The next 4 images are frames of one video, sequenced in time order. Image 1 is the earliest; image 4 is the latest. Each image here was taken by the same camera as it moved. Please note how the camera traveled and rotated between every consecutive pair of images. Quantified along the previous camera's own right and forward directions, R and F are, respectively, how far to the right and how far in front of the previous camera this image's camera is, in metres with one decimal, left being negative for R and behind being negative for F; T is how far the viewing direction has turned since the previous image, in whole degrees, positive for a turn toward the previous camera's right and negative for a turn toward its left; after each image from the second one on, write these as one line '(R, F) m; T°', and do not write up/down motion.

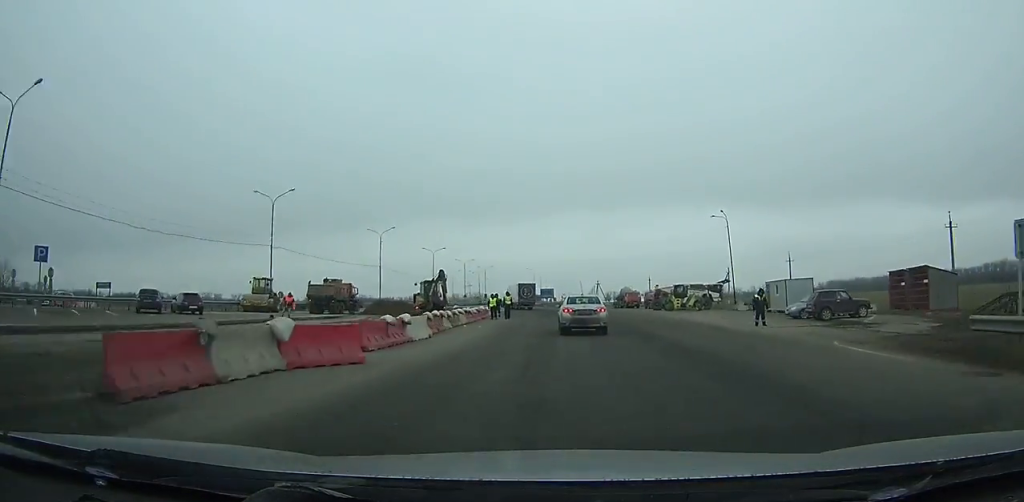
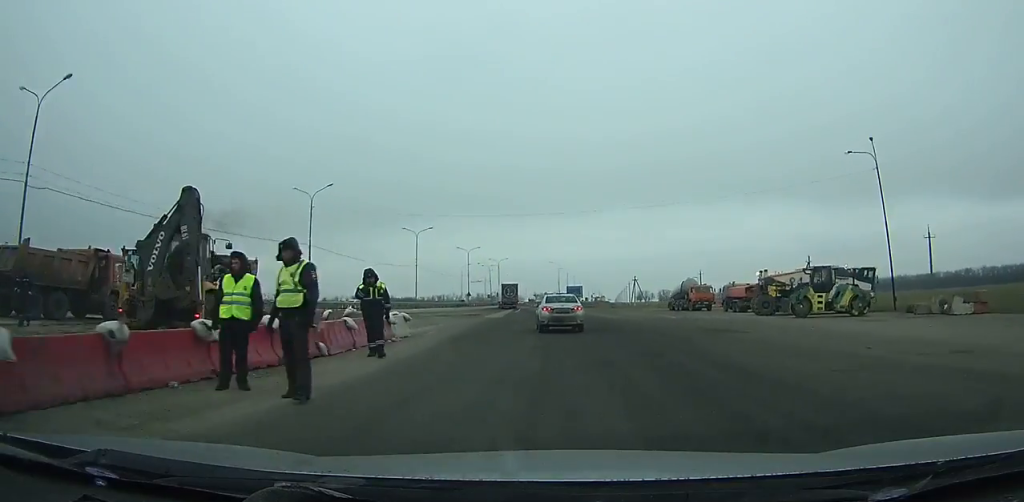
(-1.2, +34.2) m; -4°
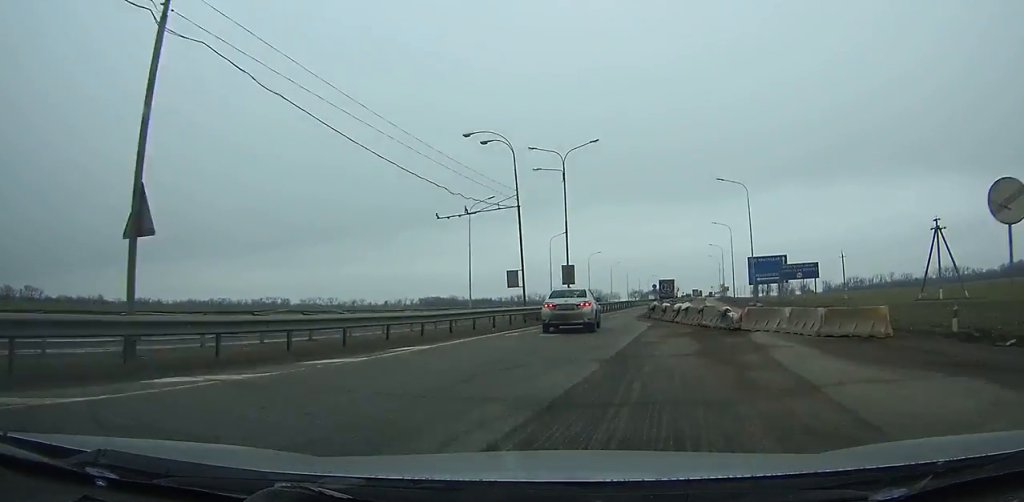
(-6.7, +108.6) m; -1°
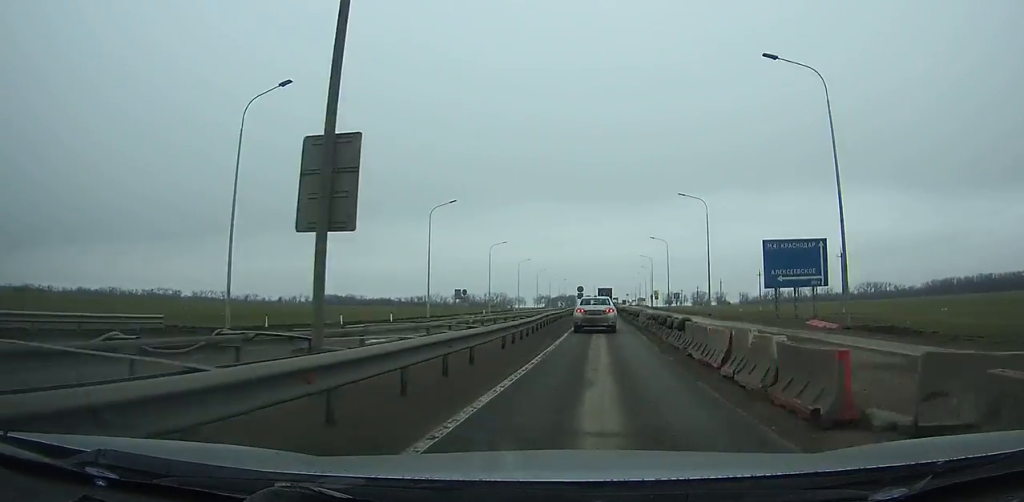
(+1.5, +36.9) m; +5°
